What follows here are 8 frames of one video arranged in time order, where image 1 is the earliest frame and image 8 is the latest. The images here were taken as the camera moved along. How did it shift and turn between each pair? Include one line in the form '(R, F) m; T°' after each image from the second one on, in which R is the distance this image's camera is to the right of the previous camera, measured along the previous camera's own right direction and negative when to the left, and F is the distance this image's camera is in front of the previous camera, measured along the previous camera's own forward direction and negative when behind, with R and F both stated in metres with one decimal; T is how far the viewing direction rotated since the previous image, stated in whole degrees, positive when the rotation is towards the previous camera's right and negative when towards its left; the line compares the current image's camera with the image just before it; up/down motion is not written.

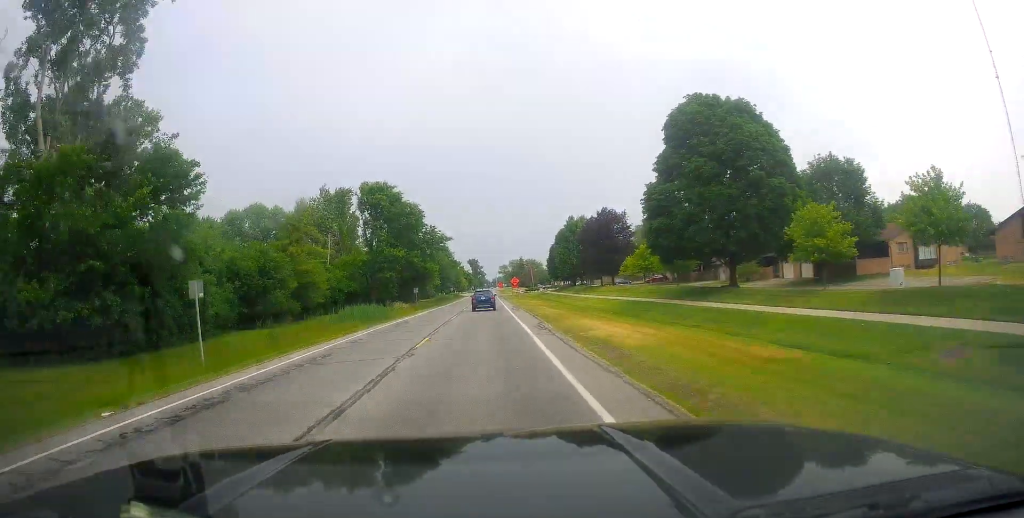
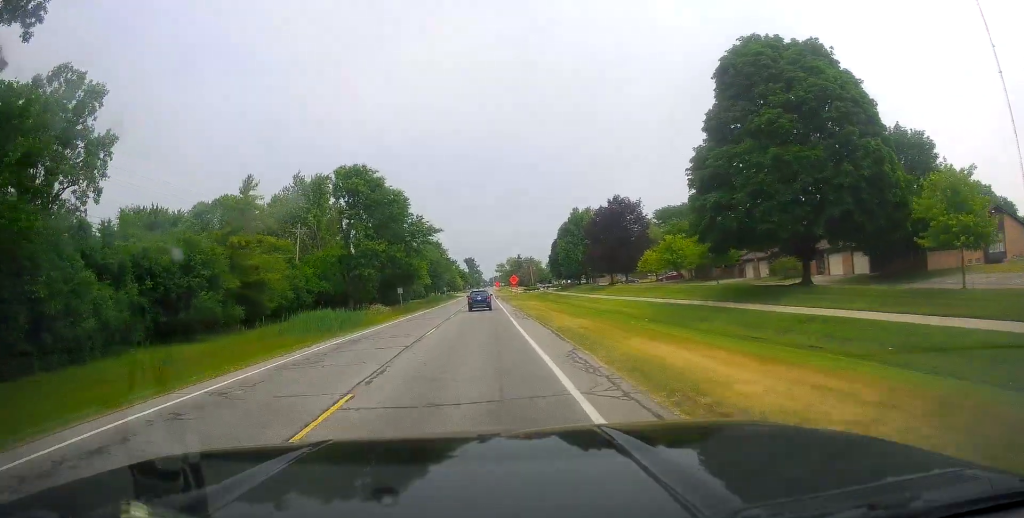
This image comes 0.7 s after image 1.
(+0.5, +11.2) m; 0°
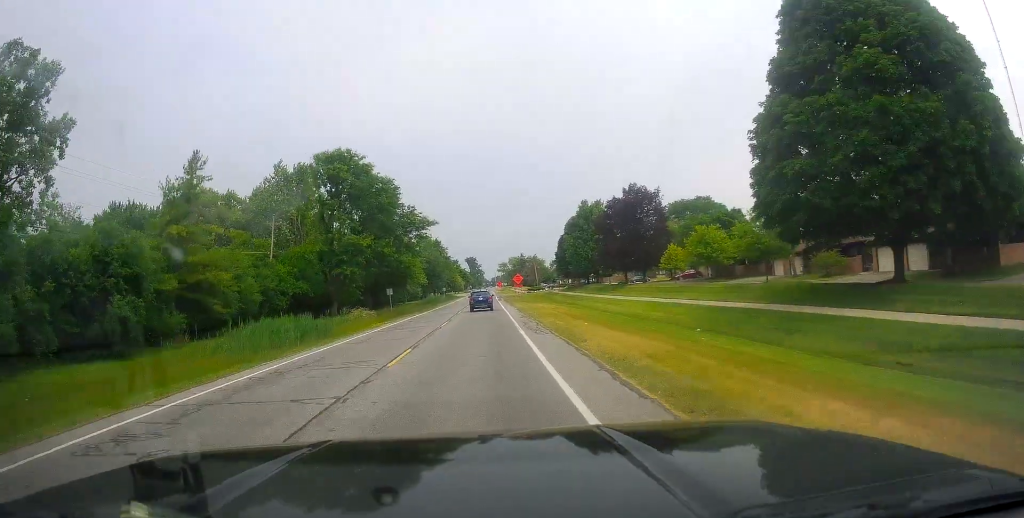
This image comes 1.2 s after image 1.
(+0.1, +8.4) m; 0°
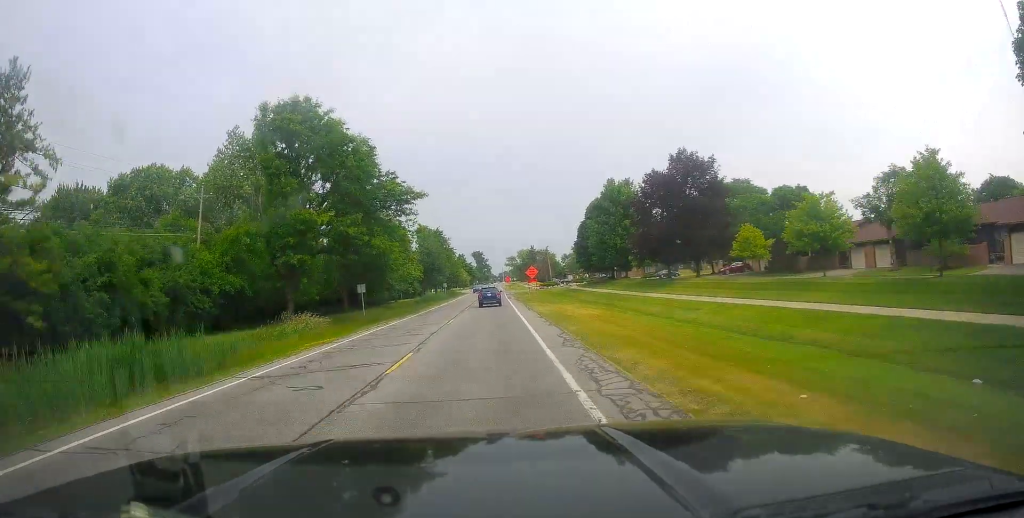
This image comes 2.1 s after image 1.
(-0.5, +16.3) m; 0°
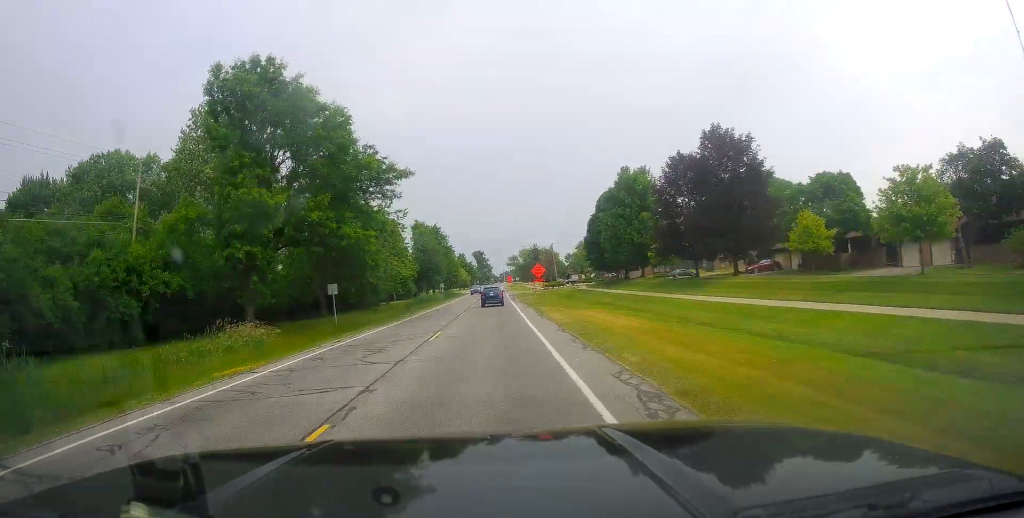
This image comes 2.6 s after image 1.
(+0.3, +8.5) m; +1°
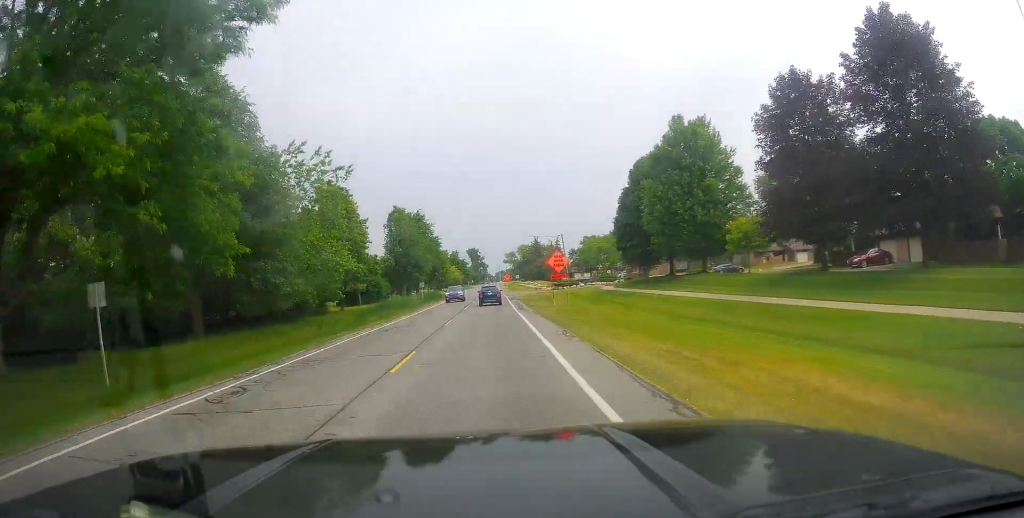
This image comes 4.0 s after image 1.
(0.0, +23.2) m; +1°
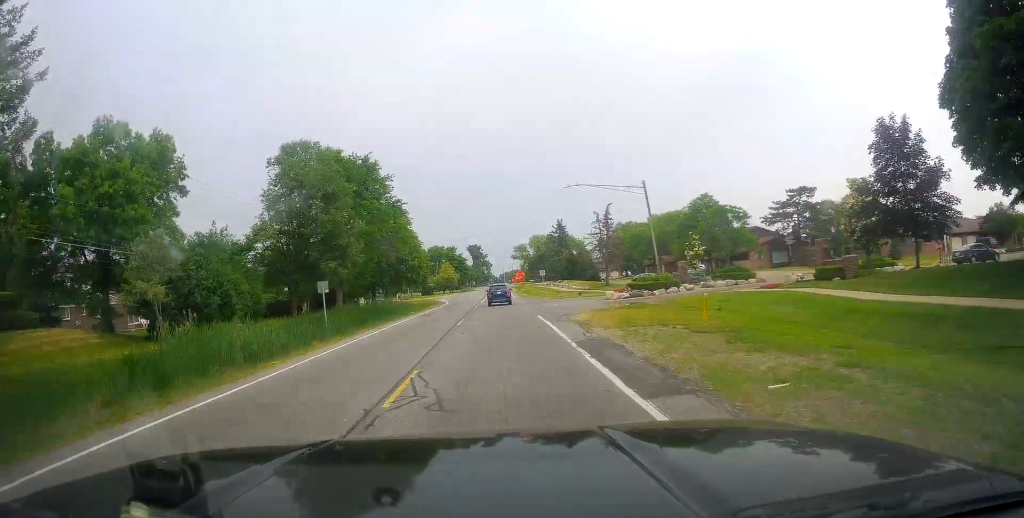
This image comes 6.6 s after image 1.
(-1.7, +48.4) m; -3°
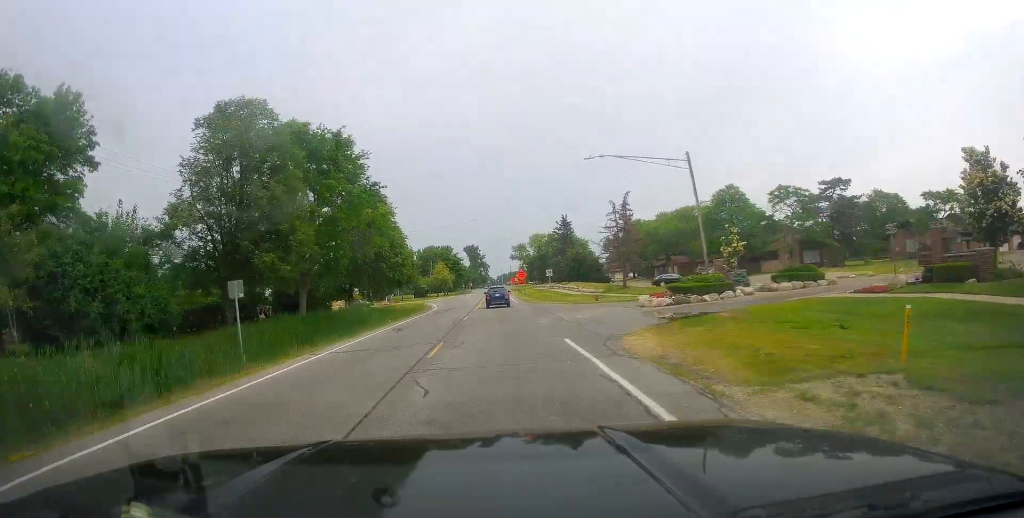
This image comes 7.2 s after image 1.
(+0.1, +11.1) m; +1°
